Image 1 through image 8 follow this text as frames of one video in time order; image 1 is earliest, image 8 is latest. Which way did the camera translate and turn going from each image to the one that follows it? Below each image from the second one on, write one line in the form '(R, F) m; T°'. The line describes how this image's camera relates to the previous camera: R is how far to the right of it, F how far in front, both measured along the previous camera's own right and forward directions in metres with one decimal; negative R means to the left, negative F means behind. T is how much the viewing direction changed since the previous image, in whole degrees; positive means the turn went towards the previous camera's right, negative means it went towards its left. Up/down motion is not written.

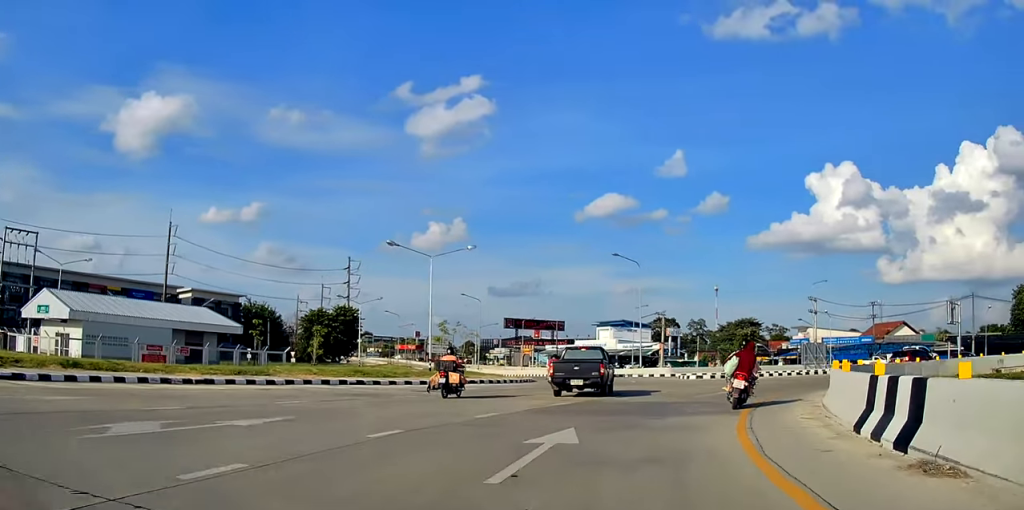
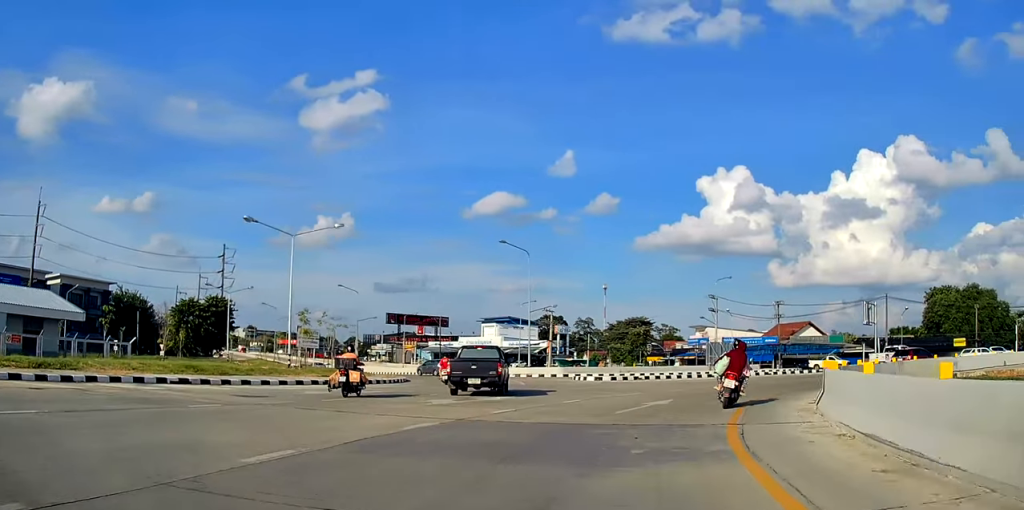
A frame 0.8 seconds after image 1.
(+1.1, +6.3) m; +10°
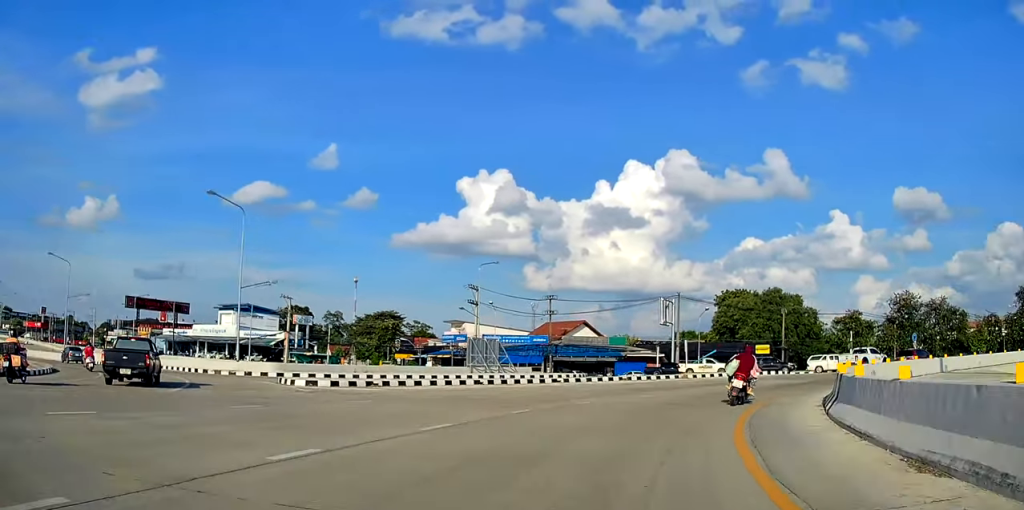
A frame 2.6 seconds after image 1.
(+1.8, +14.6) m; +16°
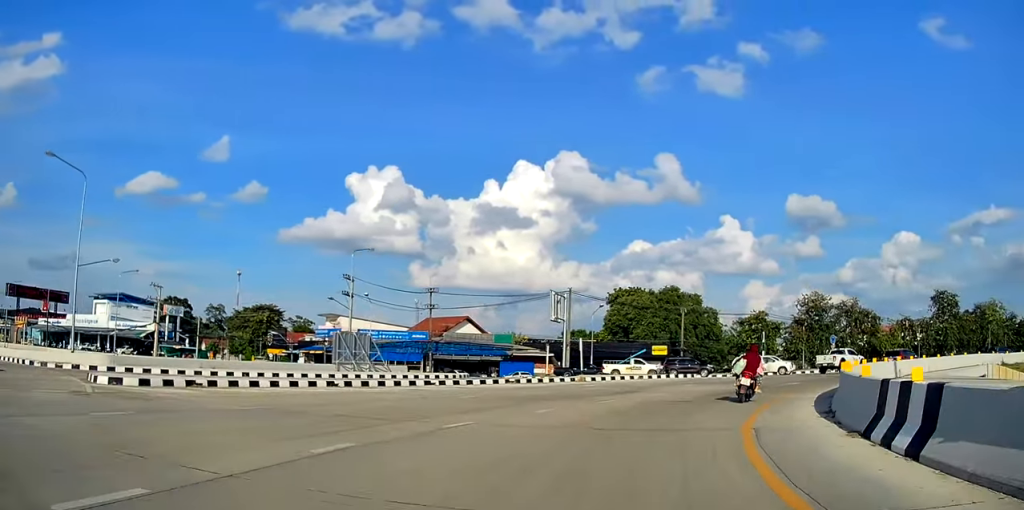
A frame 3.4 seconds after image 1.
(+0.6, +6.7) m; +10°
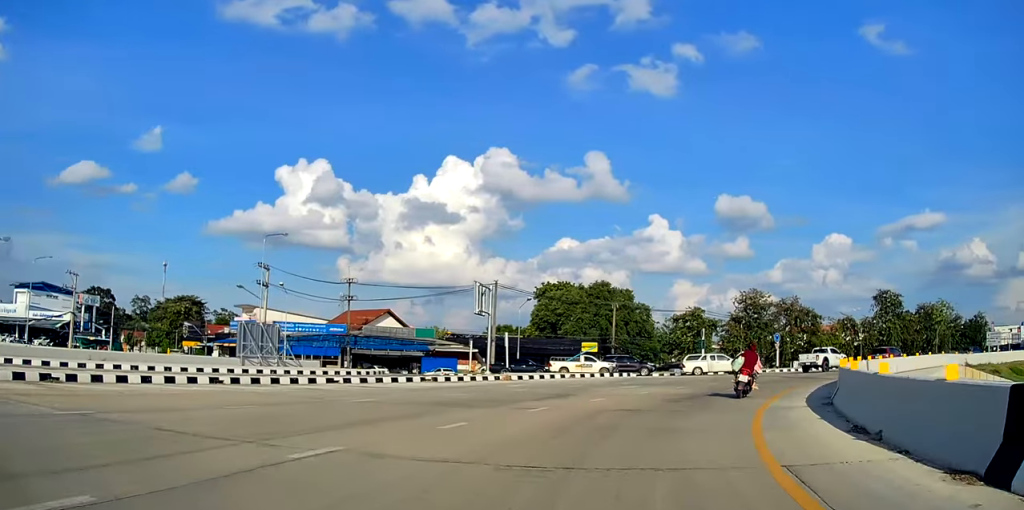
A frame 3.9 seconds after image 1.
(+0.2, +4.4) m; +7°
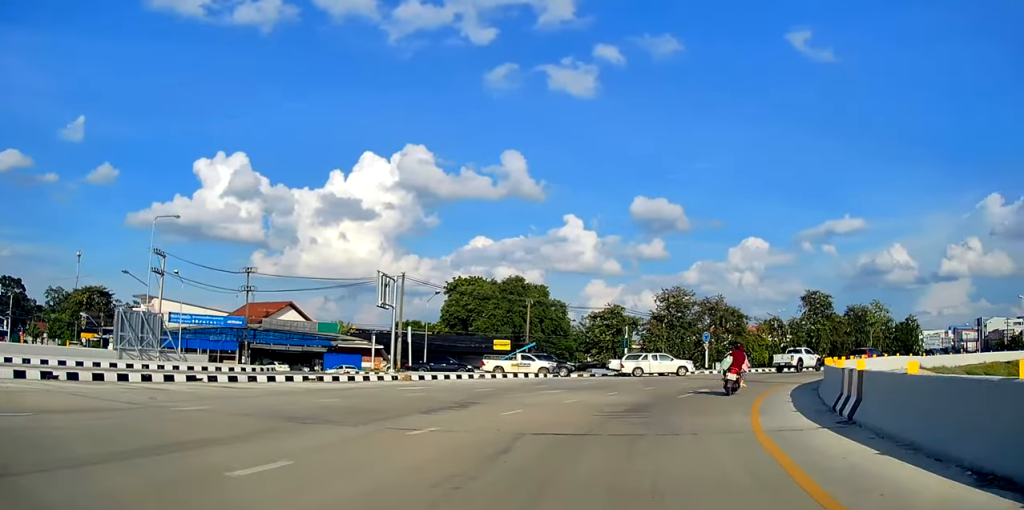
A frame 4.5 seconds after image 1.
(+0.4, +4.6) m; +9°
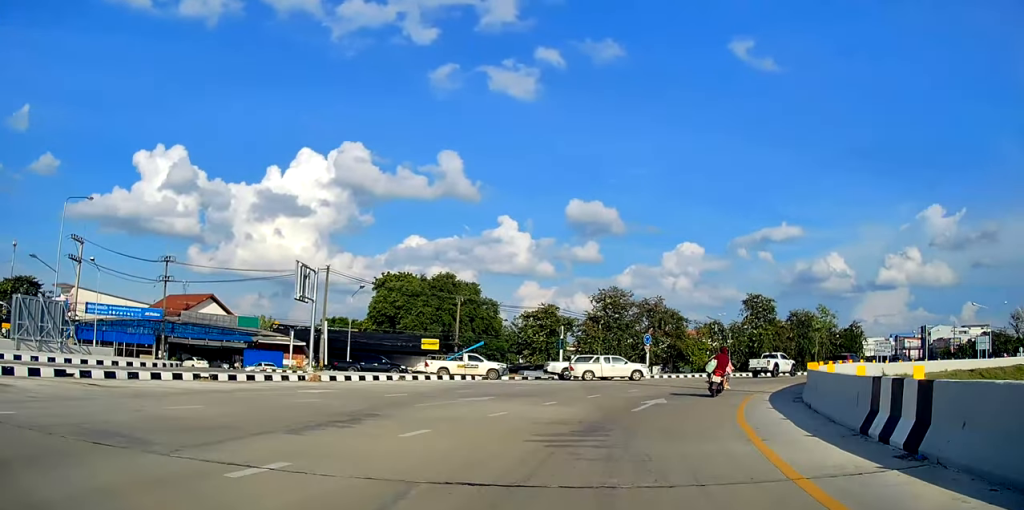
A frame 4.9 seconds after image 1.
(0.0, +3.6) m; +7°
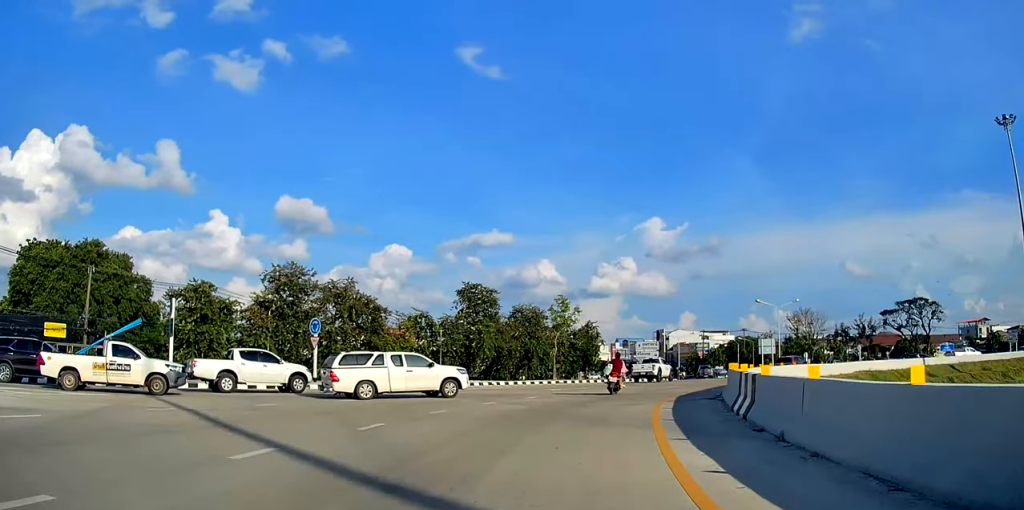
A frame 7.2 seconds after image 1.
(+4.9, +19.8) m; +25°
